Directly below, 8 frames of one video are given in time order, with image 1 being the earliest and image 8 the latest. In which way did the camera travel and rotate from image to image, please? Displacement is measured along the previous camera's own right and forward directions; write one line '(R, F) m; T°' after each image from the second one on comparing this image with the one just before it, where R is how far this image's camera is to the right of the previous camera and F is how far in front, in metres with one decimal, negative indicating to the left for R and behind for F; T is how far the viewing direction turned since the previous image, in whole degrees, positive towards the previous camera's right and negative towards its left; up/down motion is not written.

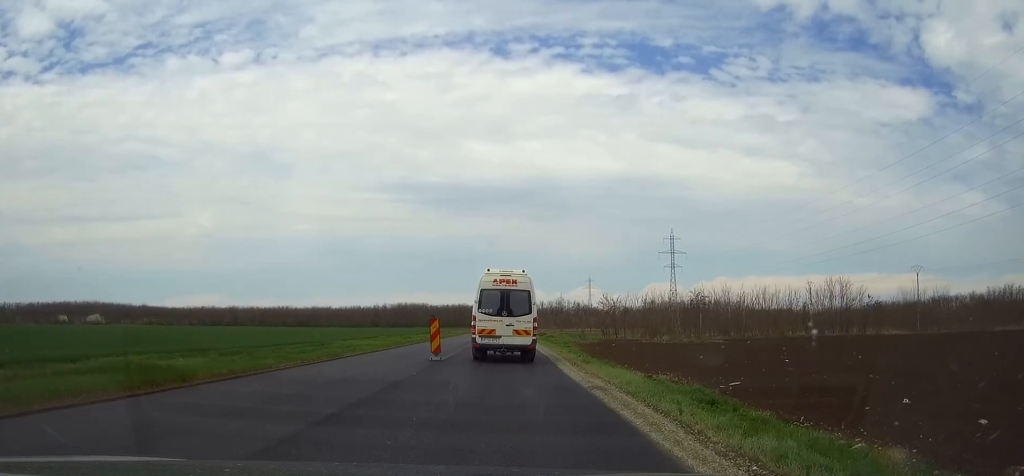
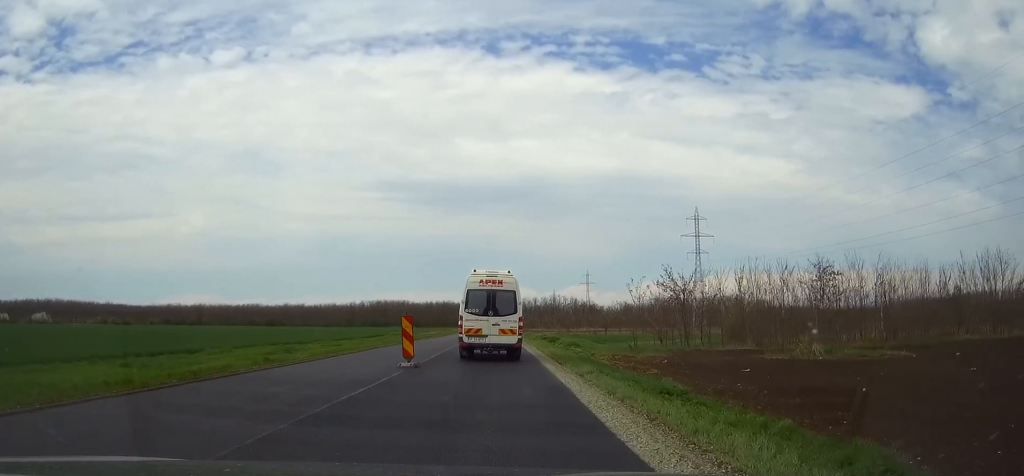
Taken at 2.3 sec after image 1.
(+0.3, +40.1) m; +1°
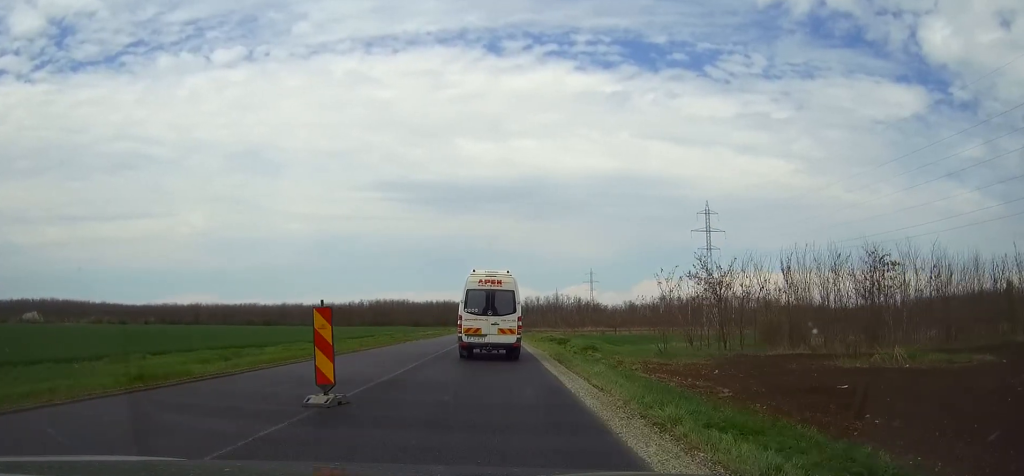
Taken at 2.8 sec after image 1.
(0.0, +8.5) m; 0°
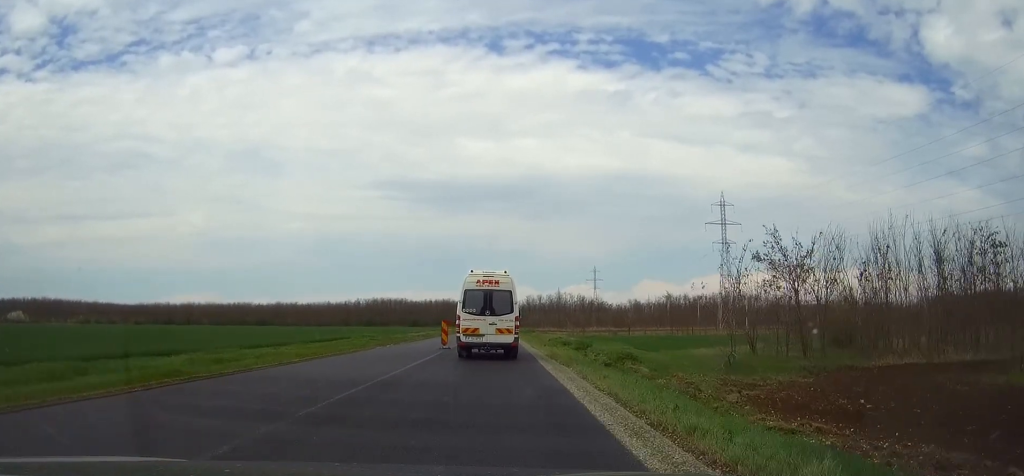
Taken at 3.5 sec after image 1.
(0.0, +12.0) m; 0°
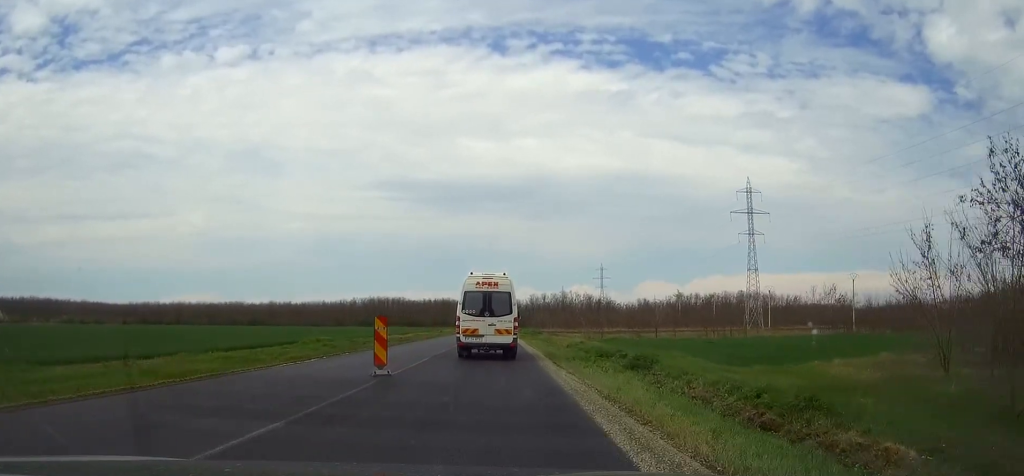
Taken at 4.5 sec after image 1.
(0.0, +17.1) m; 0°
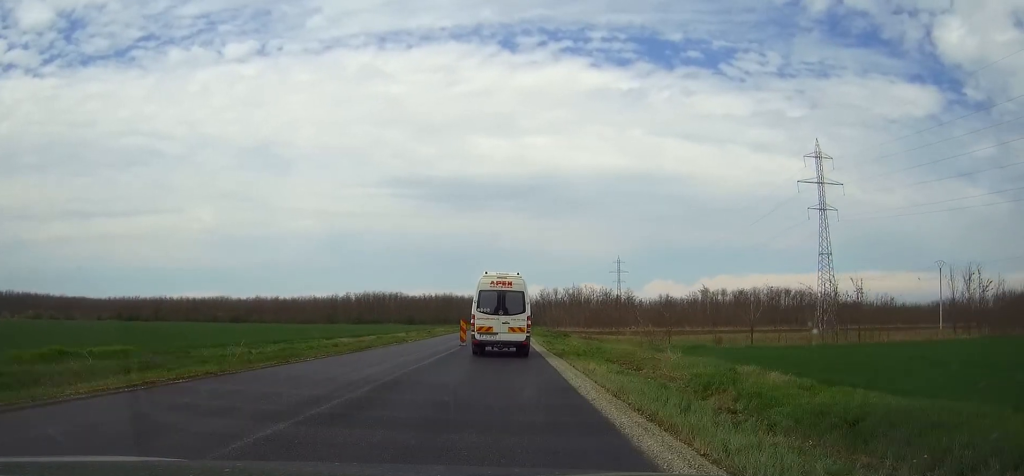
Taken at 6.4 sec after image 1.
(0.0, +32.1) m; 0°
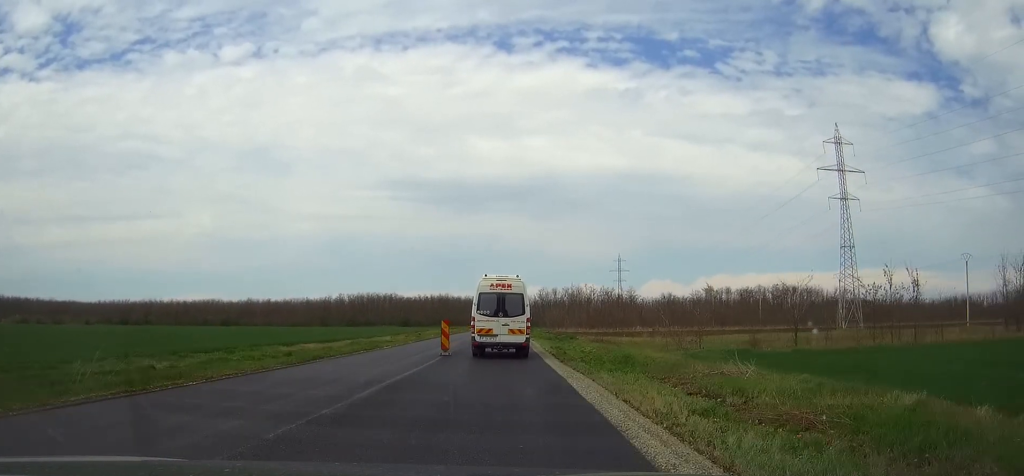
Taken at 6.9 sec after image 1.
(-0.1, +9.2) m; 0°
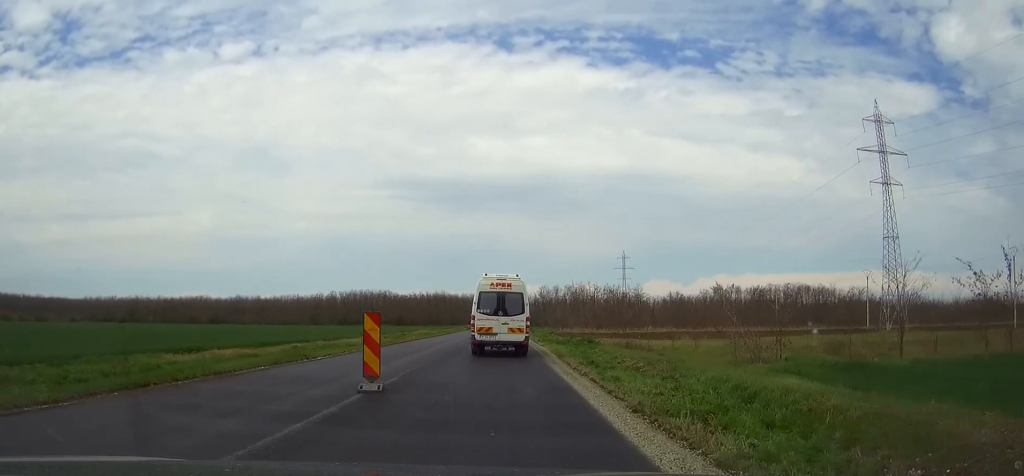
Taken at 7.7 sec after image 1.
(0.0, +13.9) m; 0°
